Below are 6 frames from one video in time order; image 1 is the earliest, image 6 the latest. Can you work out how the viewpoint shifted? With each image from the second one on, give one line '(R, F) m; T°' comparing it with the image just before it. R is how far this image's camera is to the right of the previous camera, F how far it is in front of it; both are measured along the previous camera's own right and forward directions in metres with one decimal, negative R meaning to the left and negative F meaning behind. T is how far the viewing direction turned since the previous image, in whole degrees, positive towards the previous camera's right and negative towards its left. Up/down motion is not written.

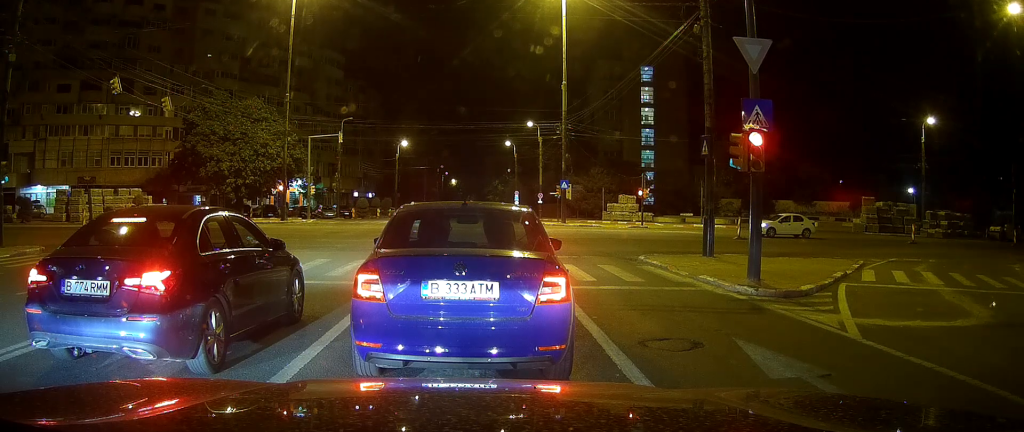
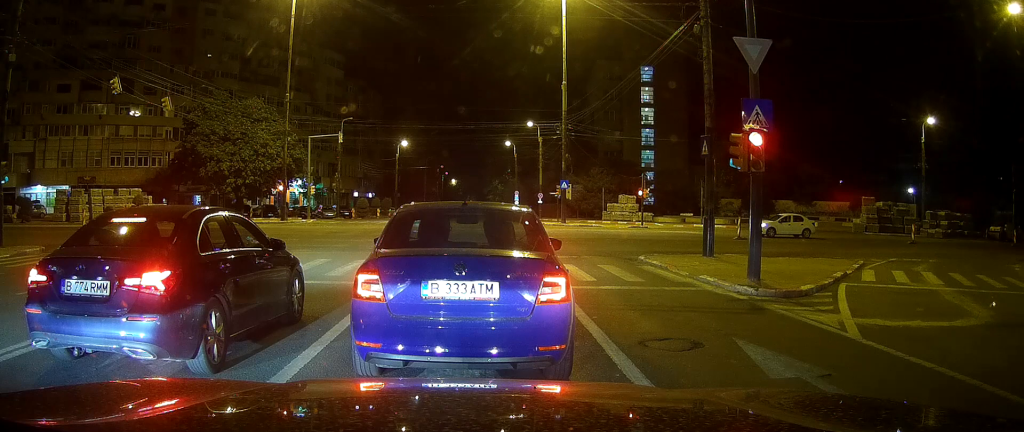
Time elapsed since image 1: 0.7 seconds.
(0.0, 0.0) m; 0°
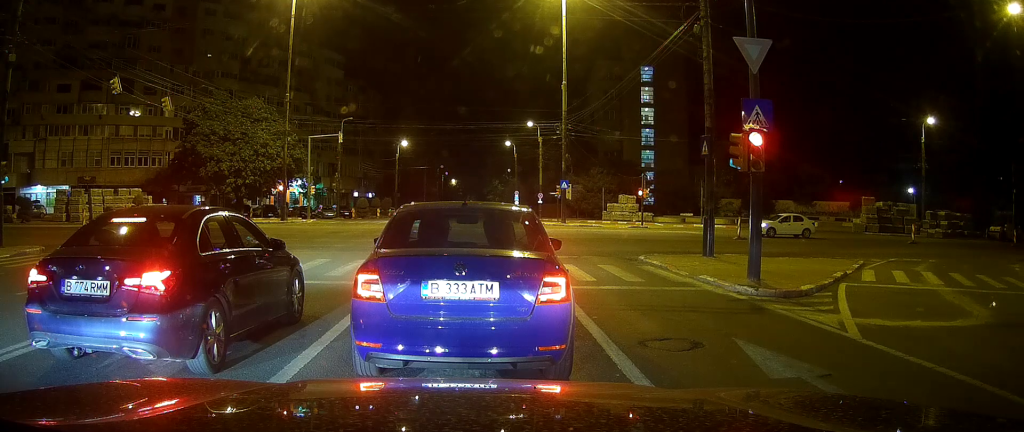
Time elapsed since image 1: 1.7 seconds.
(0.0, 0.0) m; 0°
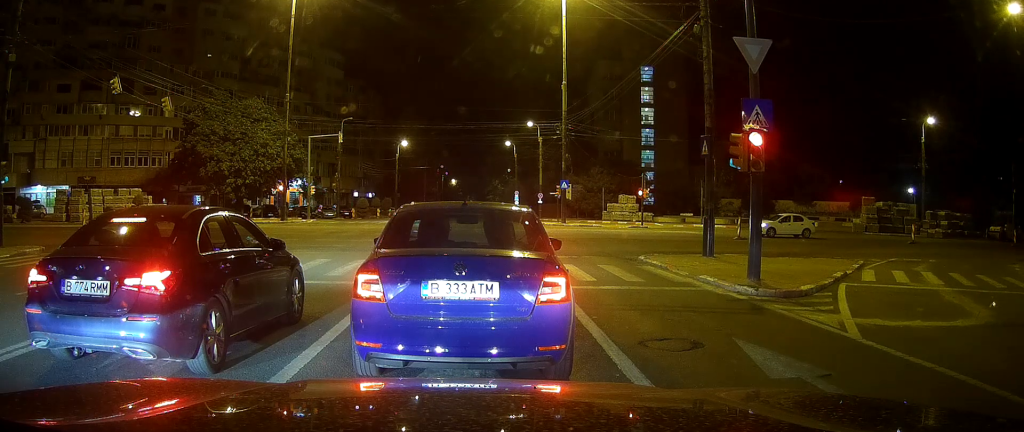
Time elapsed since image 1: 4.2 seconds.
(0.0, 0.0) m; 0°
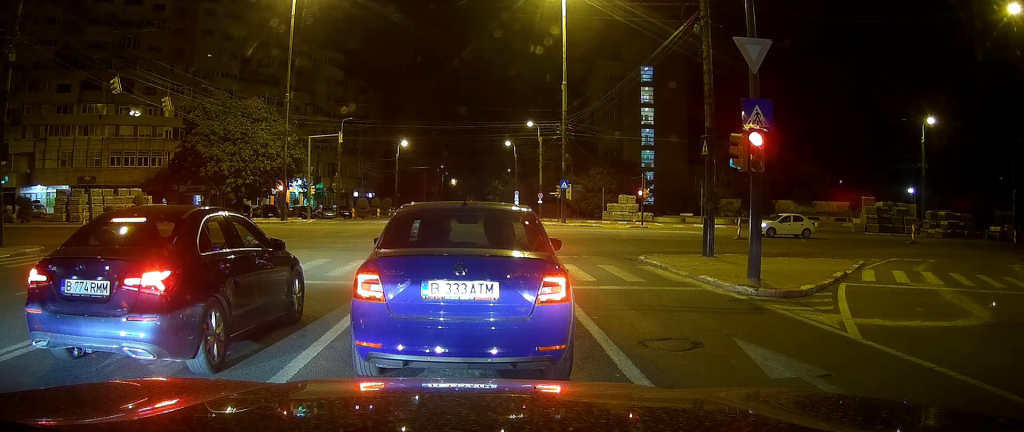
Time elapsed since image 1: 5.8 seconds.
(0.0, 0.0) m; 0°
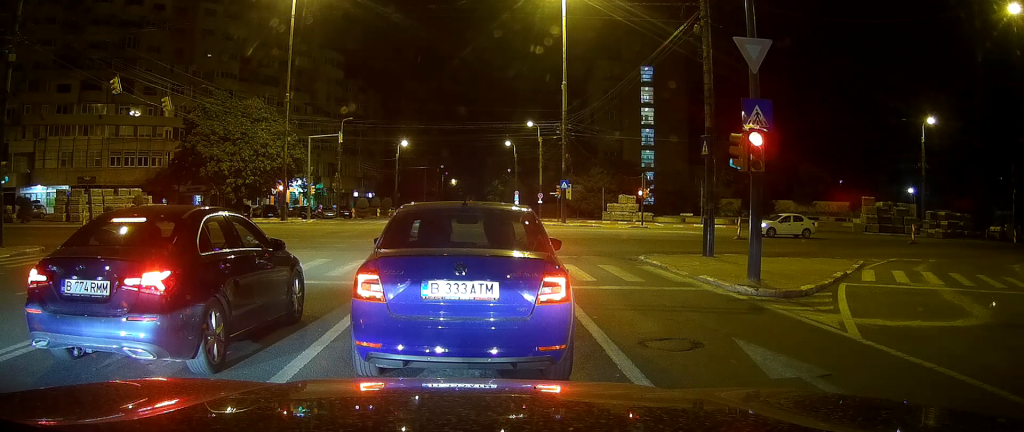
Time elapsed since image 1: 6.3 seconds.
(0.0, 0.0) m; 0°
